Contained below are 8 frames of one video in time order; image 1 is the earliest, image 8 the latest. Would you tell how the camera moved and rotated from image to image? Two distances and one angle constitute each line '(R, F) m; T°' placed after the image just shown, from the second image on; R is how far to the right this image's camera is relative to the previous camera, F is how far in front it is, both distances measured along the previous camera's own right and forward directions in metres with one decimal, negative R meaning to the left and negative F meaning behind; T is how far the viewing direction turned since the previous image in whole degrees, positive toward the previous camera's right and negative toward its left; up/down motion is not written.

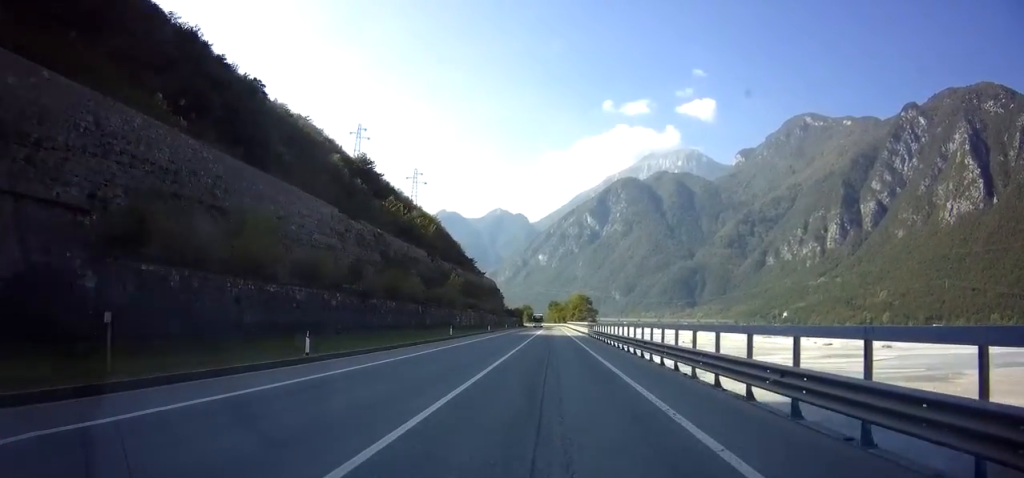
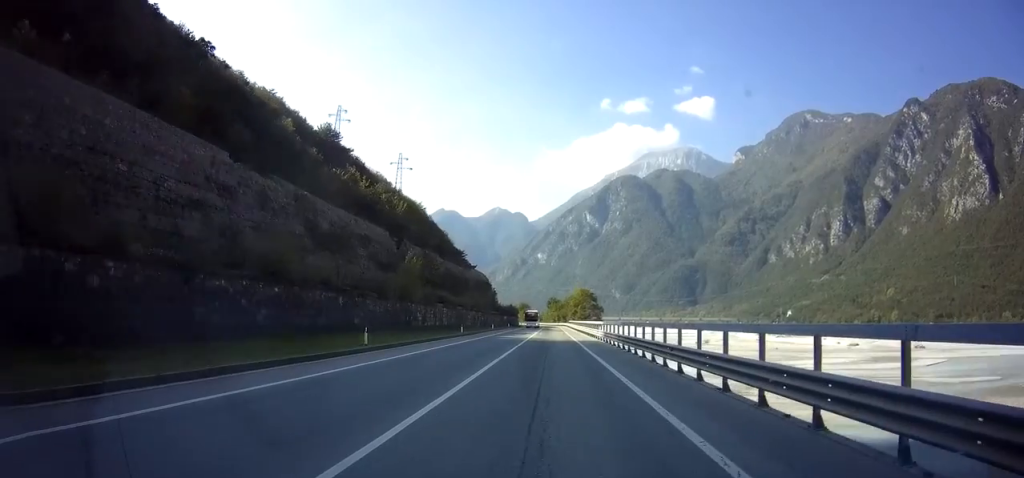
(0.0, +18.7) m; 0°
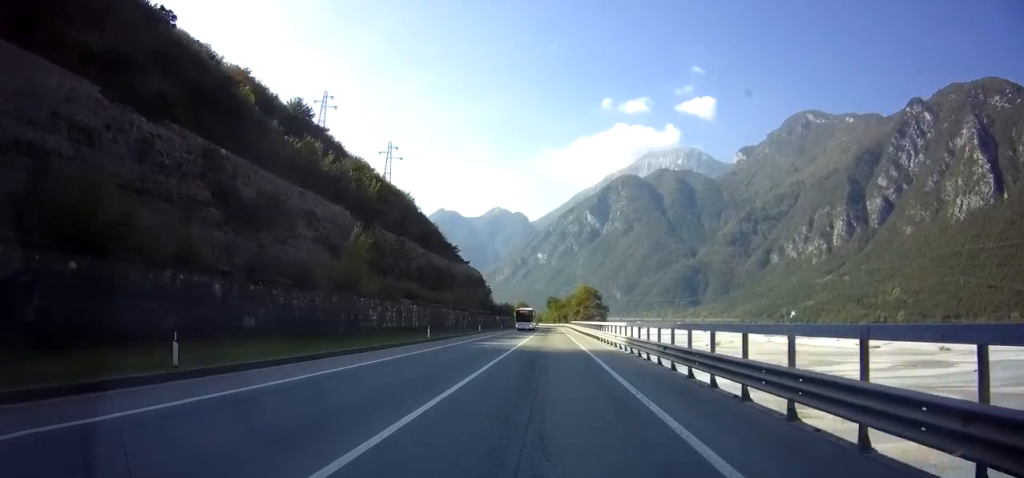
(0.0, +12.5) m; 0°
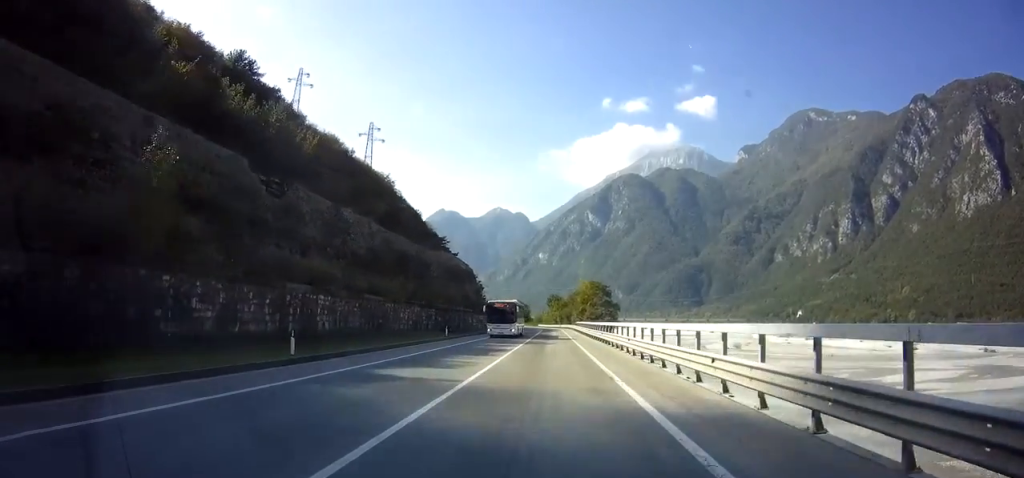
(0.0, +19.5) m; 0°
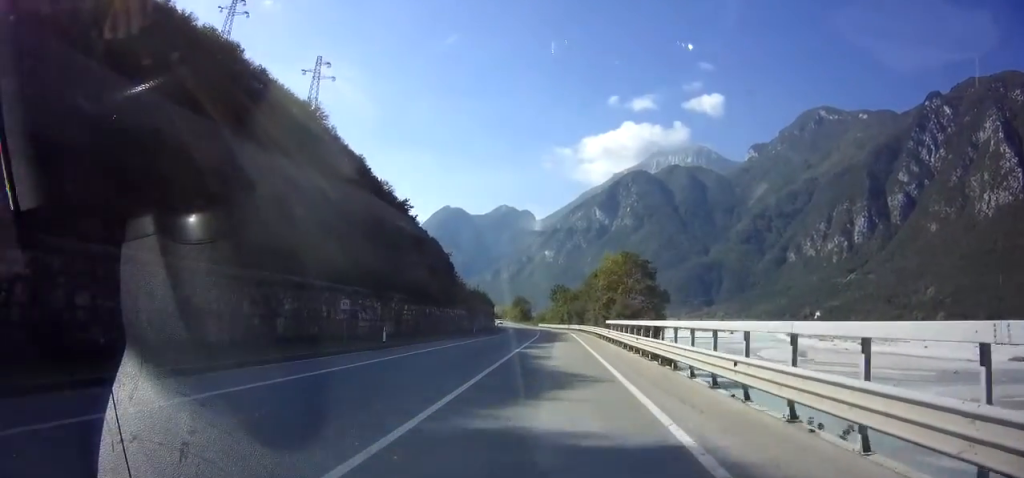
(-0.3, +41.0) m; -1°
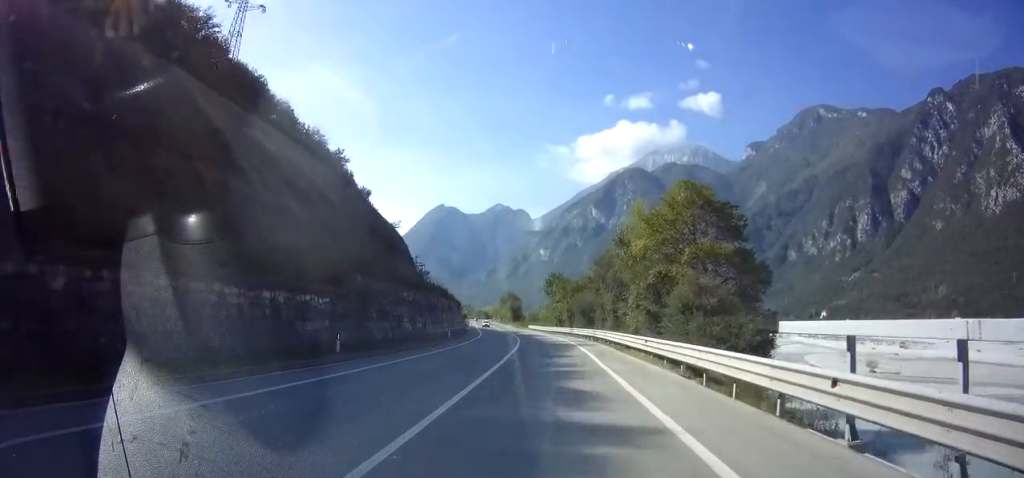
(+0.1, +31.2) m; 0°
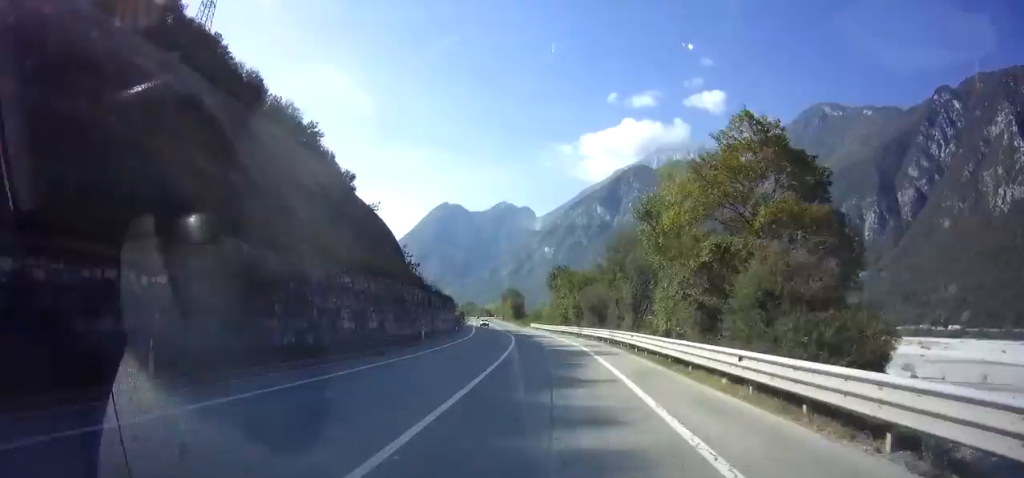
(0.0, +9.8) m; -1°
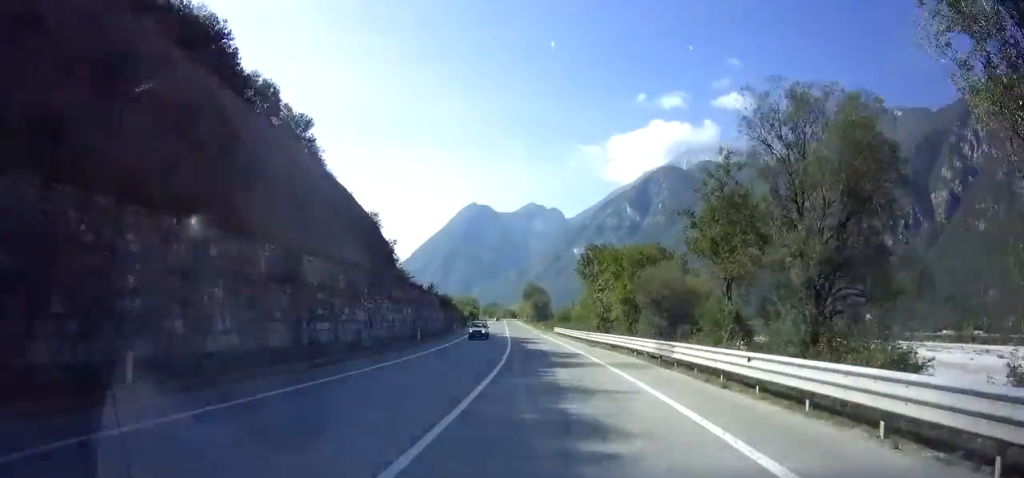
(-0.8, +25.6) m; -3°
